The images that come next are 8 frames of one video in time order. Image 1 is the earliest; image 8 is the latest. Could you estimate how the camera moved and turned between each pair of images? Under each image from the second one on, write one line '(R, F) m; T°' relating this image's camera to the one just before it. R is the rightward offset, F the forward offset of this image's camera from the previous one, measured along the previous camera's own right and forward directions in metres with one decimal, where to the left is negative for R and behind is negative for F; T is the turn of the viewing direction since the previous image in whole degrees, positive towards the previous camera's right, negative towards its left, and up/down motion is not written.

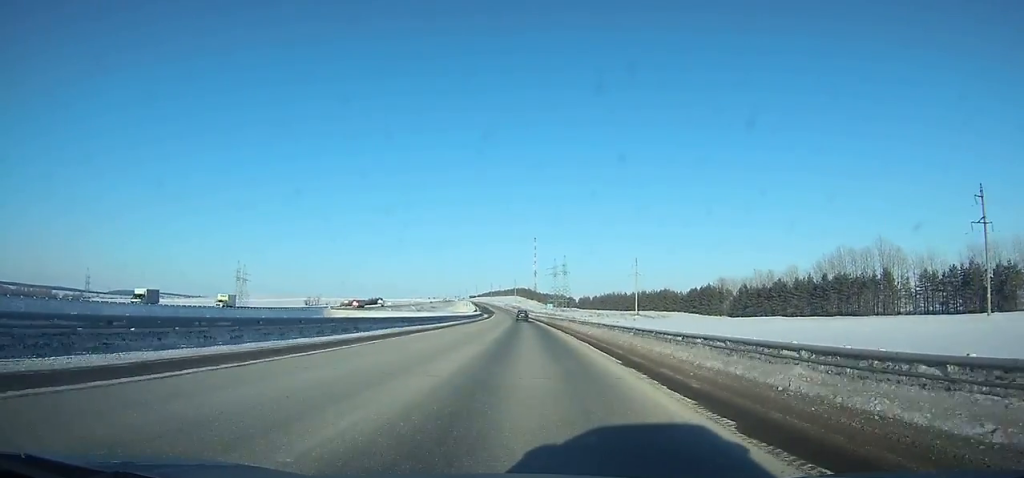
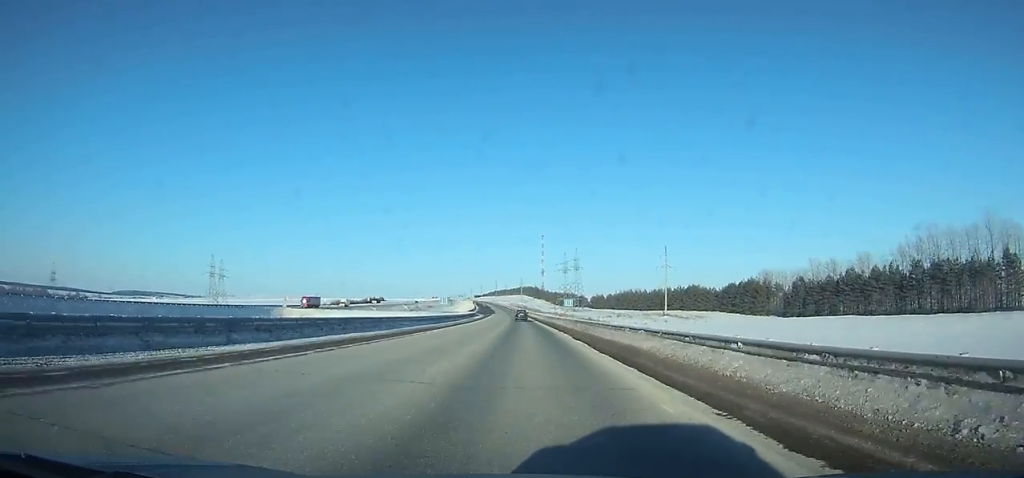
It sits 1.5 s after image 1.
(+0.1, +41.1) m; -1°
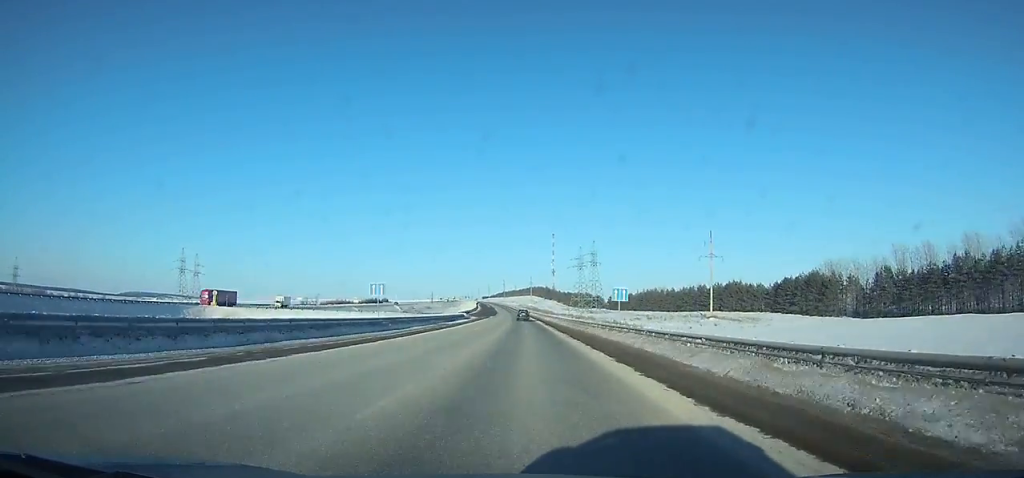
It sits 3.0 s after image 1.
(-0.8, +40.7) m; -1°
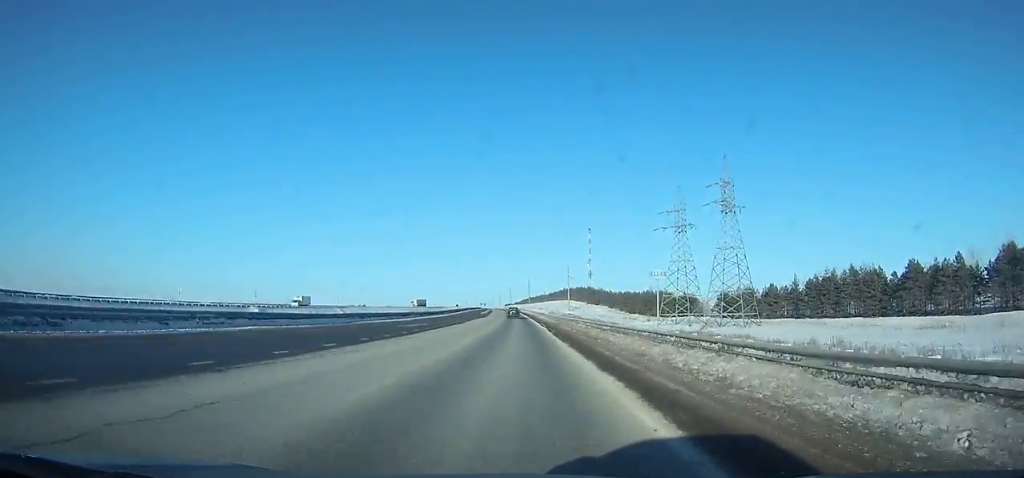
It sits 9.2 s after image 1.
(-4.5, +167.5) m; -3°
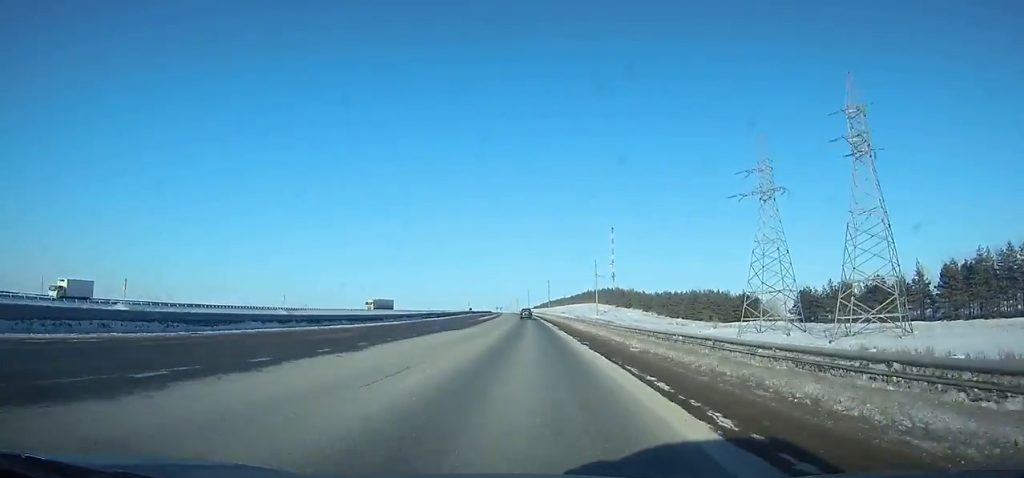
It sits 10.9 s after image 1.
(-0.2, +45.7) m; -1°
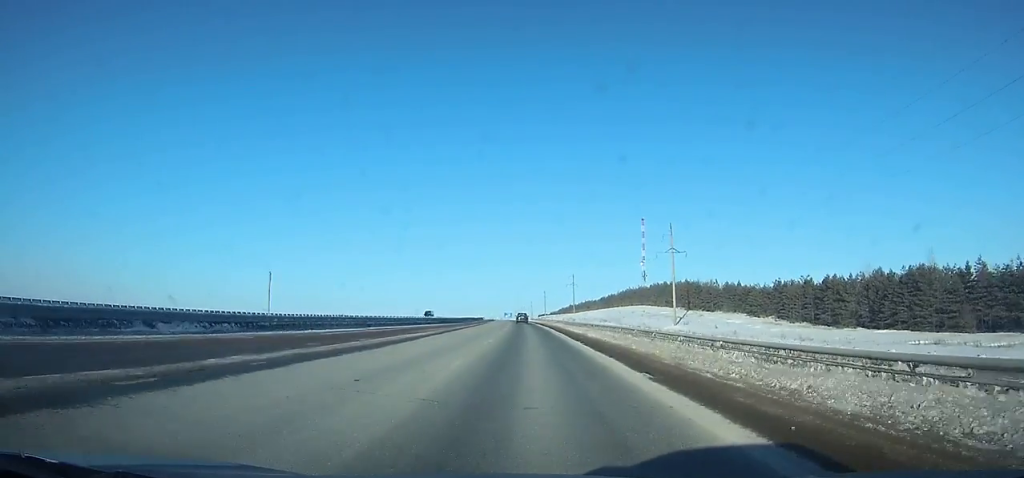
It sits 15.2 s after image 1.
(-2.6, +115.1) m; -2°
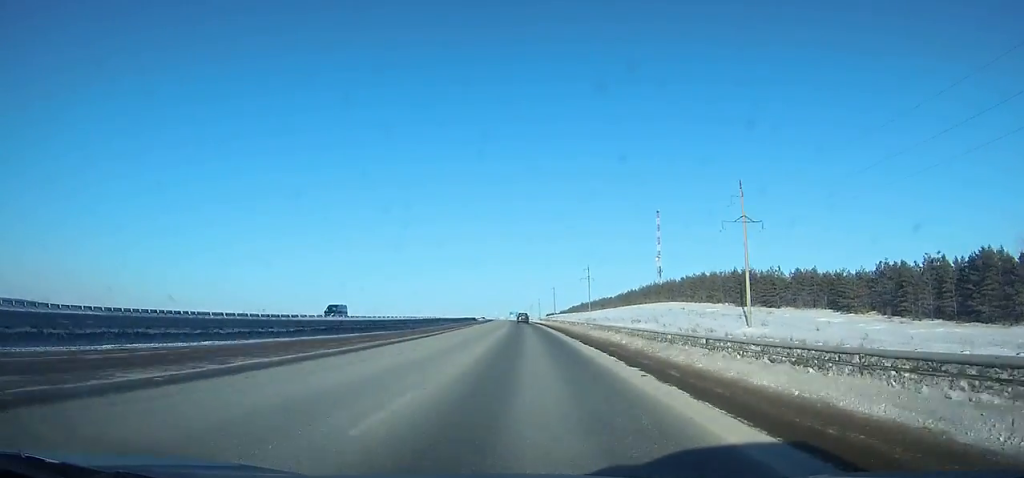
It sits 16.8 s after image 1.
(-0.1, +42.6) m; -1°
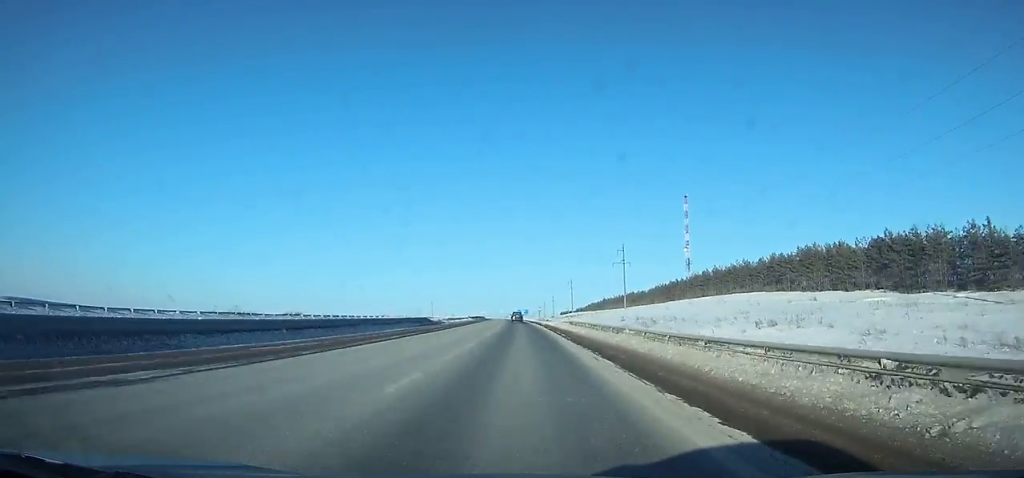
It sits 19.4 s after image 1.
(-0.4, +68.7) m; -1°
